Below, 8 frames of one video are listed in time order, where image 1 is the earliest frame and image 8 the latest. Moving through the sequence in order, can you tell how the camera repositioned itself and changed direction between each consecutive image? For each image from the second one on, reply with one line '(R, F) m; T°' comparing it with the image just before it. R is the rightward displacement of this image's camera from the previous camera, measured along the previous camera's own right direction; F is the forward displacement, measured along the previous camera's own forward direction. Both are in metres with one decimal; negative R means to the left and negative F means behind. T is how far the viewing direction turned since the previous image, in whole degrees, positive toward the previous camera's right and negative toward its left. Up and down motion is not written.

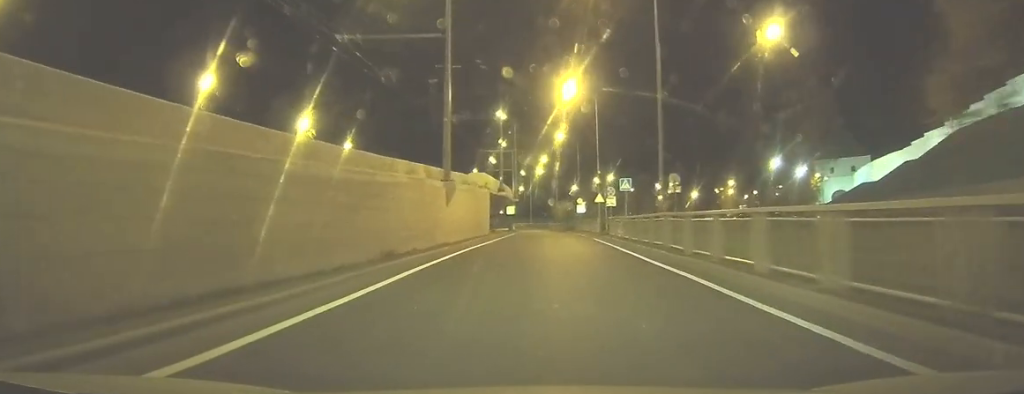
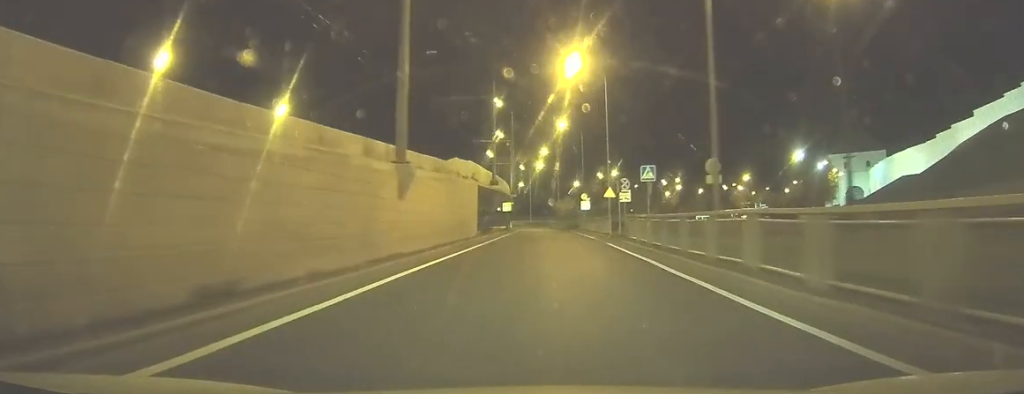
(0.0, +8.3) m; 0°
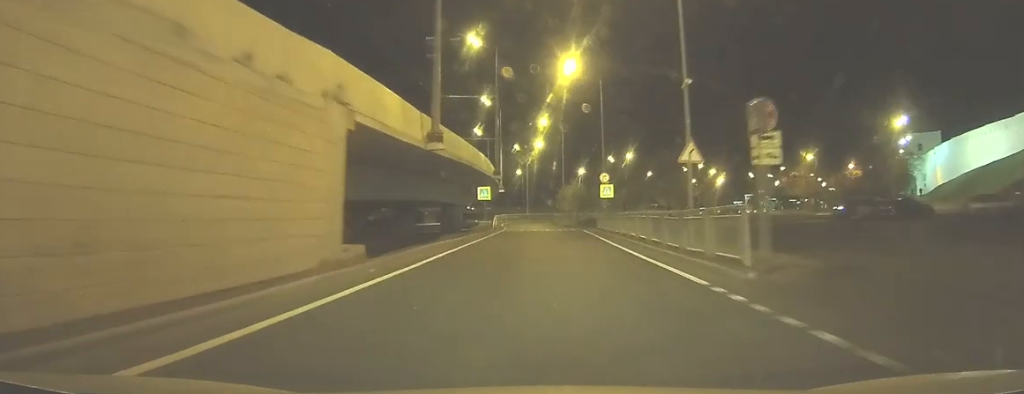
(0.0, +26.0) m; 0°
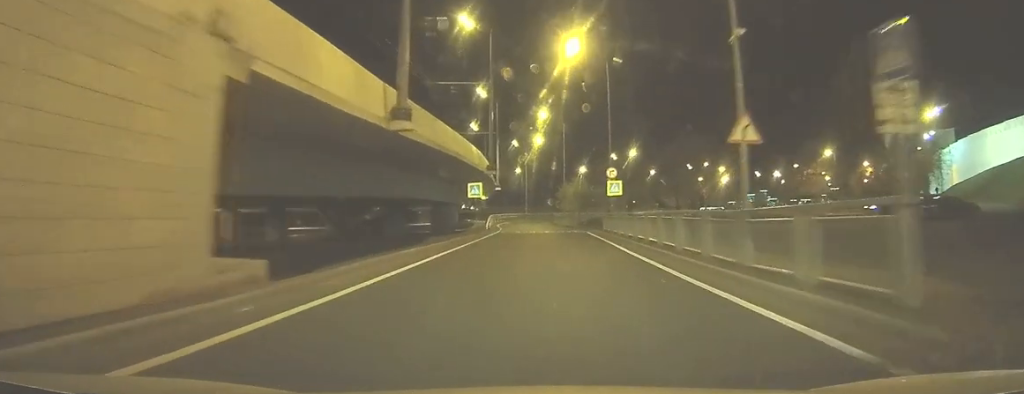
(0.0, +5.7) m; 0°
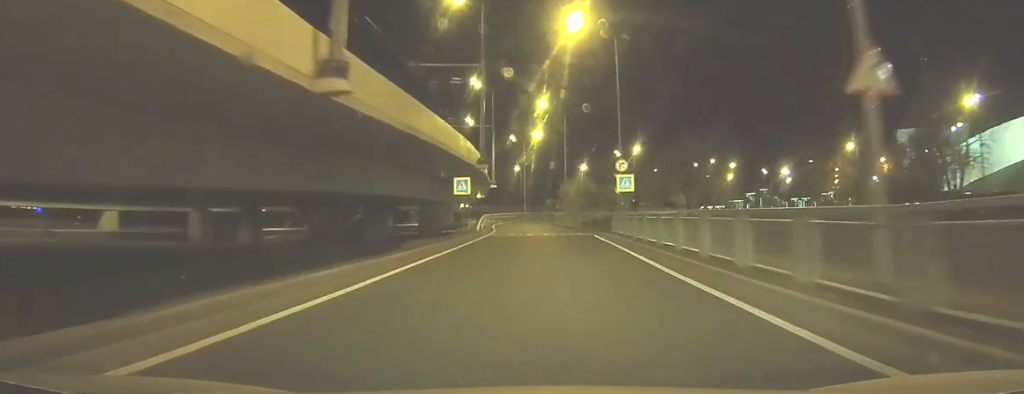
(0.0, +5.9) m; 0°
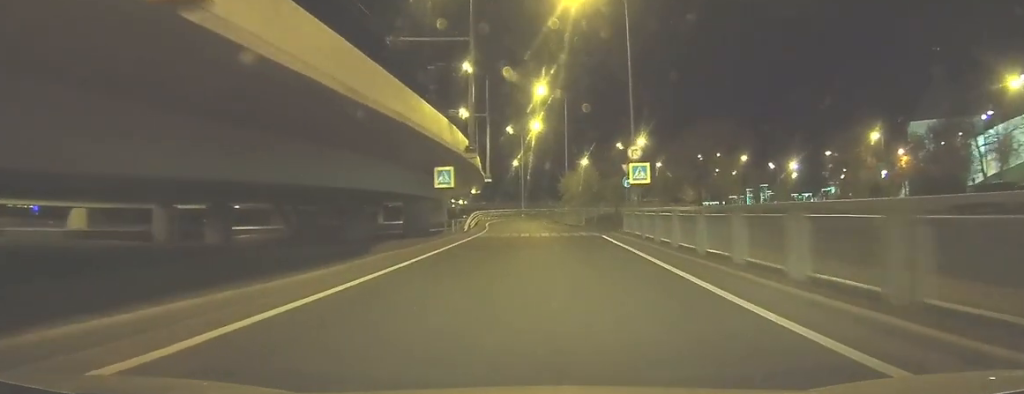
(0.0, +5.9) m; 0°
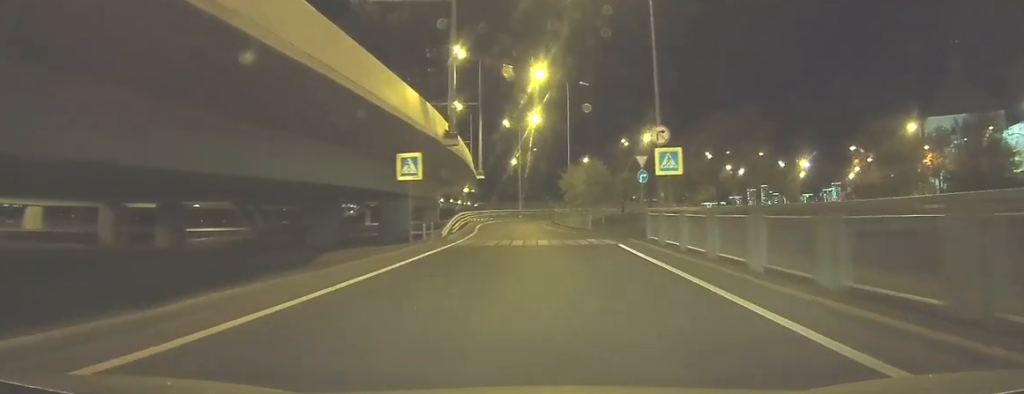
(0.0, +7.3) m; 0°
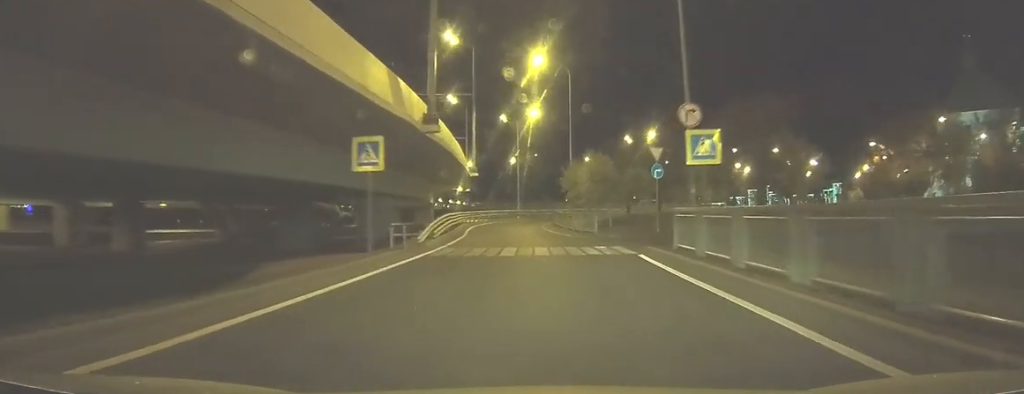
(0.0, +5.2) m; 0°
